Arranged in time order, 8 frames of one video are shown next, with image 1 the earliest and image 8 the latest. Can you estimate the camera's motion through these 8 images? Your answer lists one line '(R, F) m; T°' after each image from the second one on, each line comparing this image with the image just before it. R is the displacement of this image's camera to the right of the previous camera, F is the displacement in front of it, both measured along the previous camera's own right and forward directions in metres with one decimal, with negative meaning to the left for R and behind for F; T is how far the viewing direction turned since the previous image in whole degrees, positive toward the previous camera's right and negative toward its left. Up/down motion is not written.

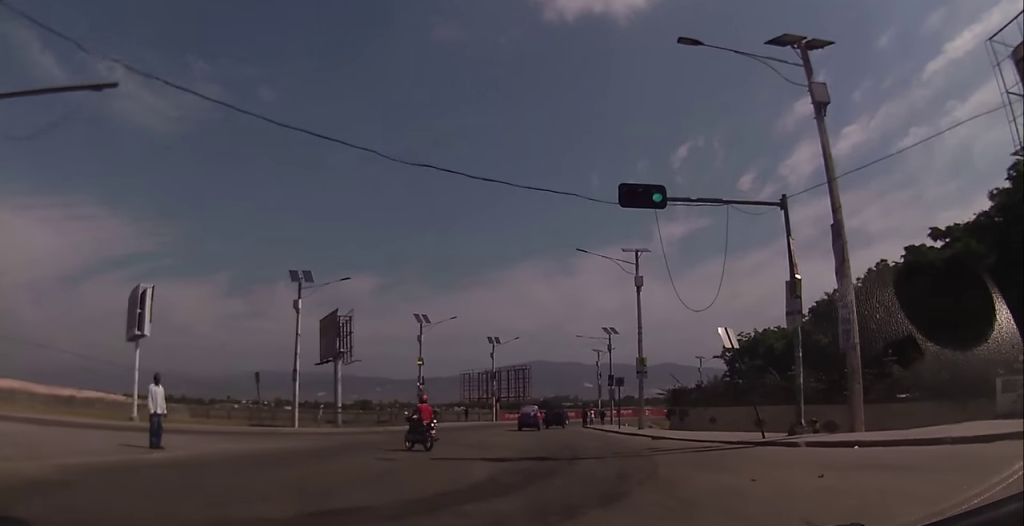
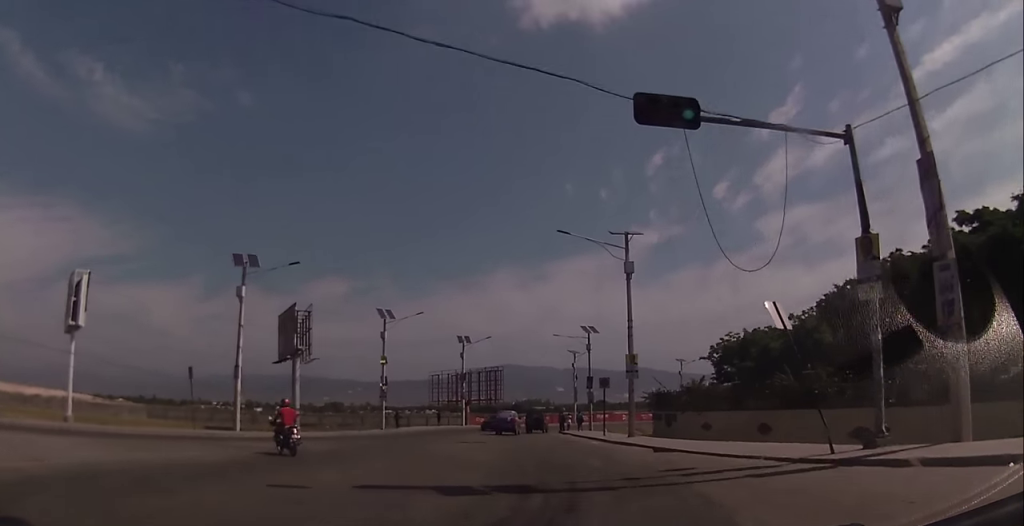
(+0.4, +4.9) m; +9°
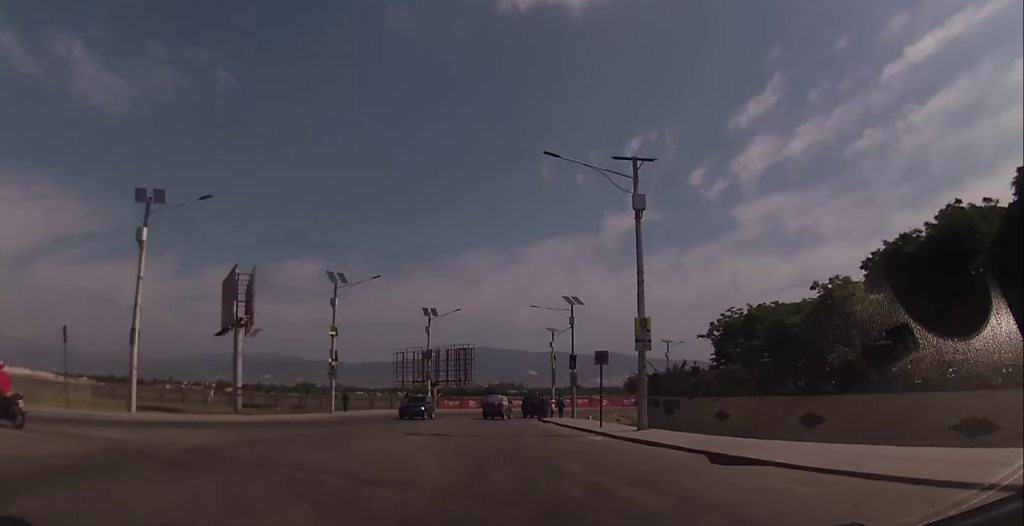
(+0.7, +8.8) m; +2°
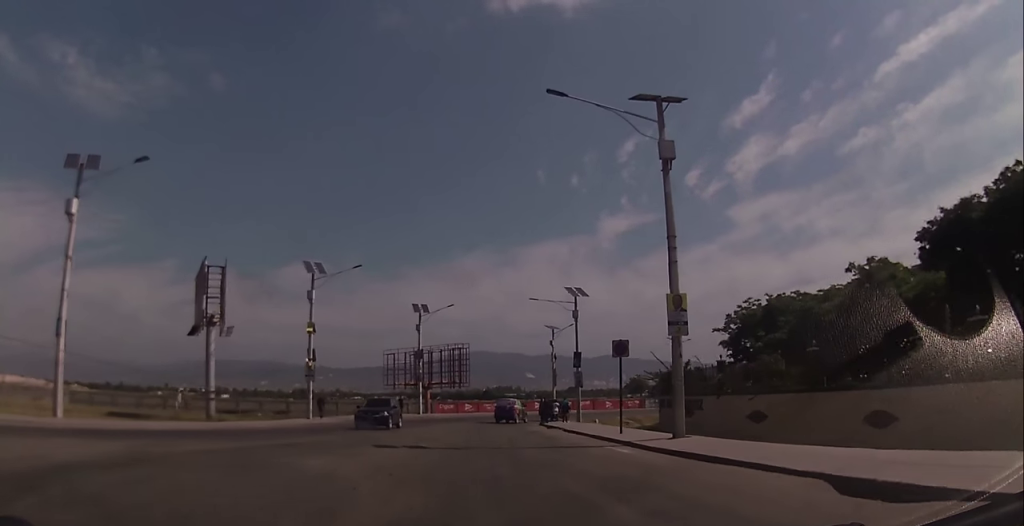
(-0.1, +5.4) m; -1°
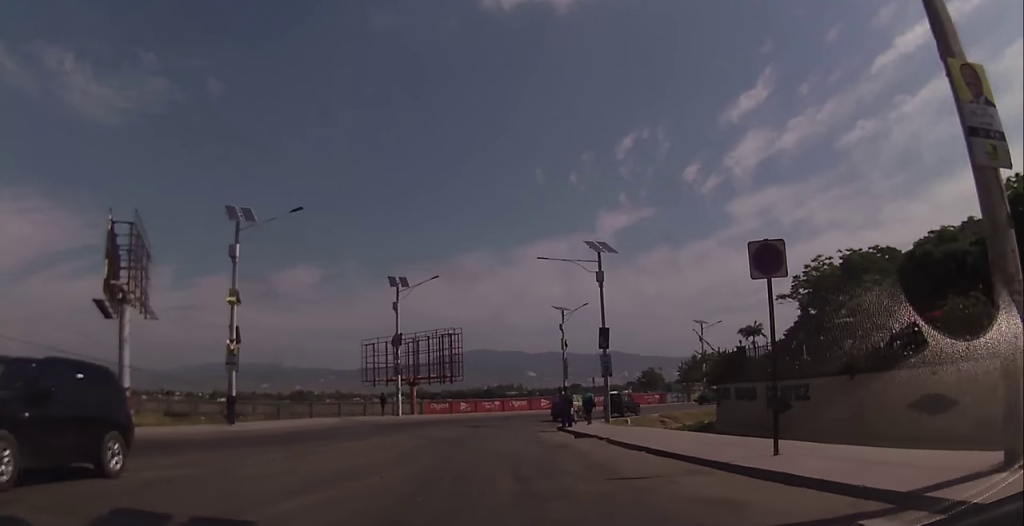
(+0.3, +13.7) m; +3°
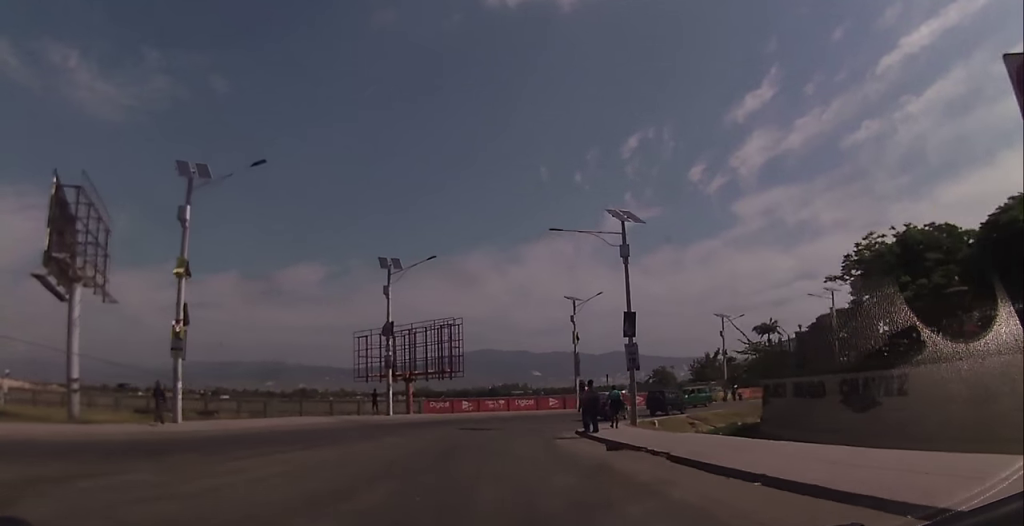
(0.0, +6.1) m; 0°
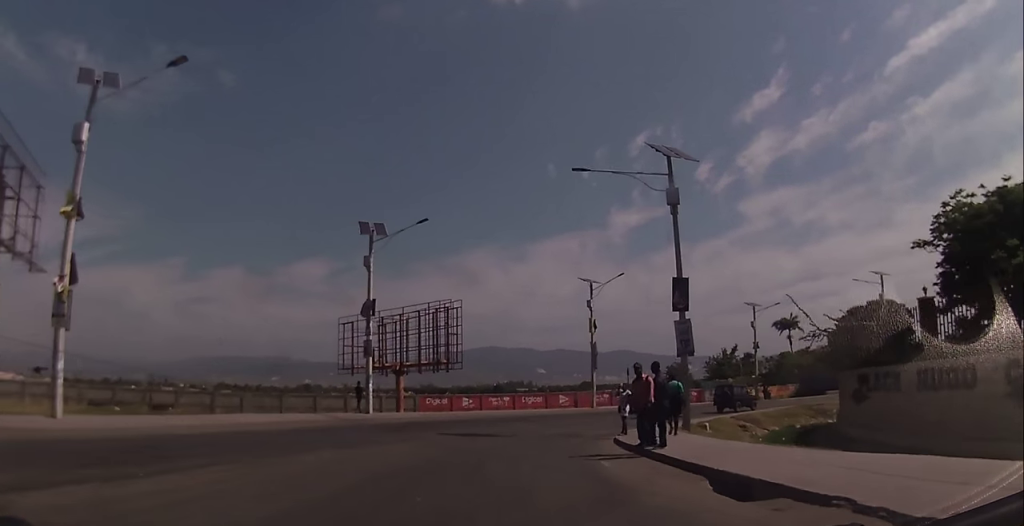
(-0.1, +8.4) m; -1°
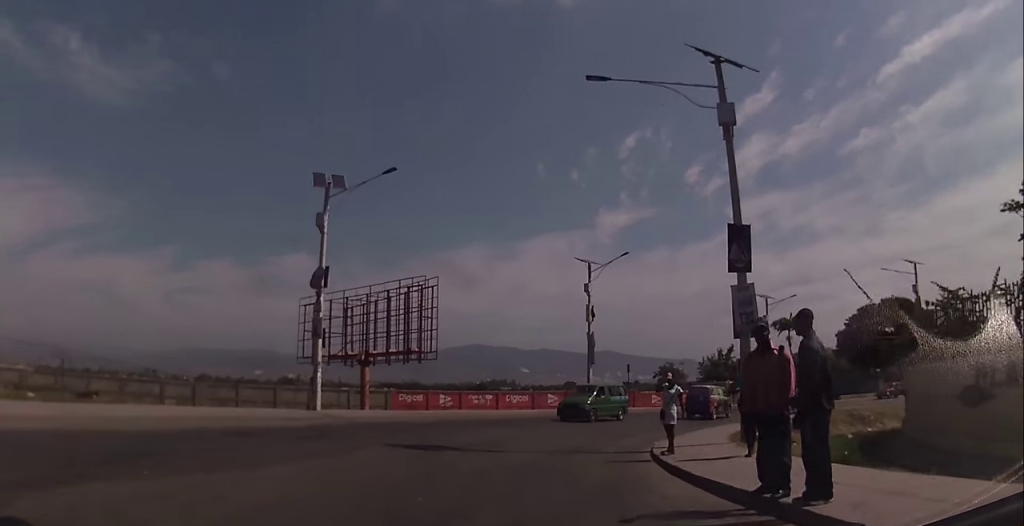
(0.0, +7.5) m; 0°
